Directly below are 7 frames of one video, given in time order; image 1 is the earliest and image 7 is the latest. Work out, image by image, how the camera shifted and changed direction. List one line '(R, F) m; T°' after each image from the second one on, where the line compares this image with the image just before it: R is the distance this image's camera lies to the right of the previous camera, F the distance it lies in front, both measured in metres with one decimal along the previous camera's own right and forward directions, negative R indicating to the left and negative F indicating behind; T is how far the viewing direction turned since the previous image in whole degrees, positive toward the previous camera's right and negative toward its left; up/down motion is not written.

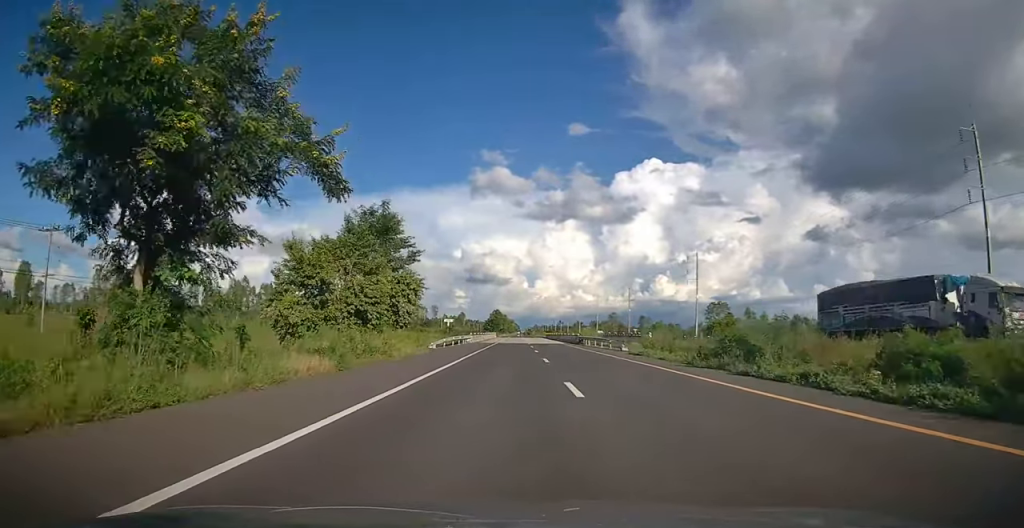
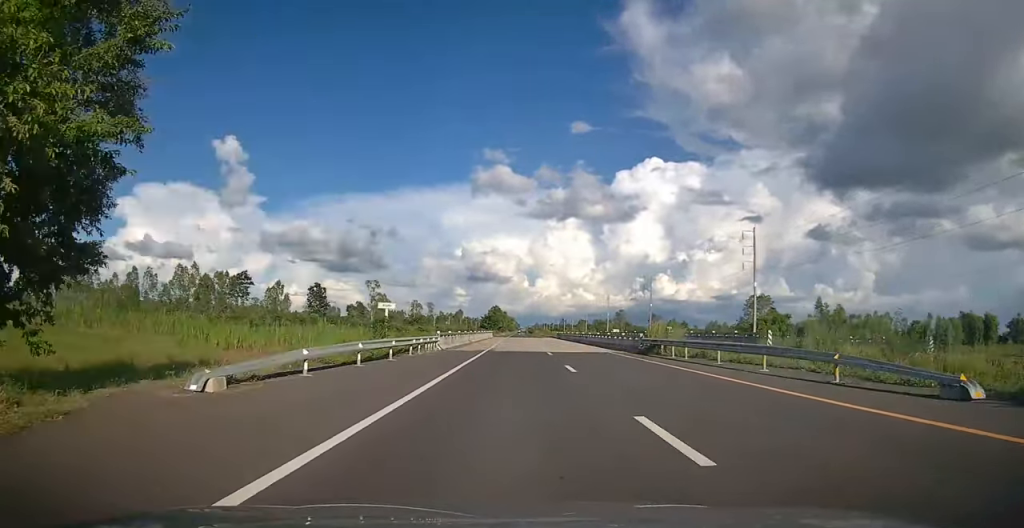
(-0.1, +29.6) m; 0°
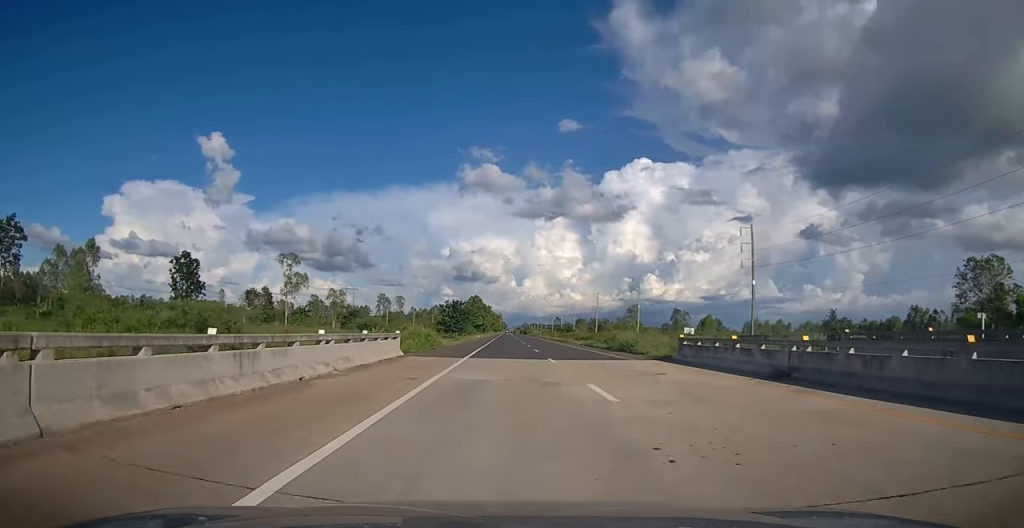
(+0.5, +79.9) m; +1°
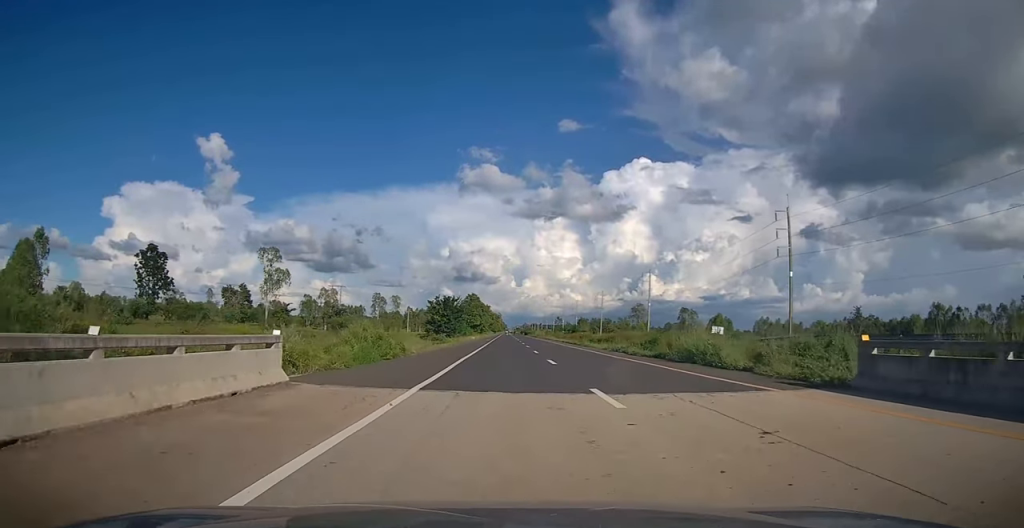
(0.0, +12.9) m; 0°
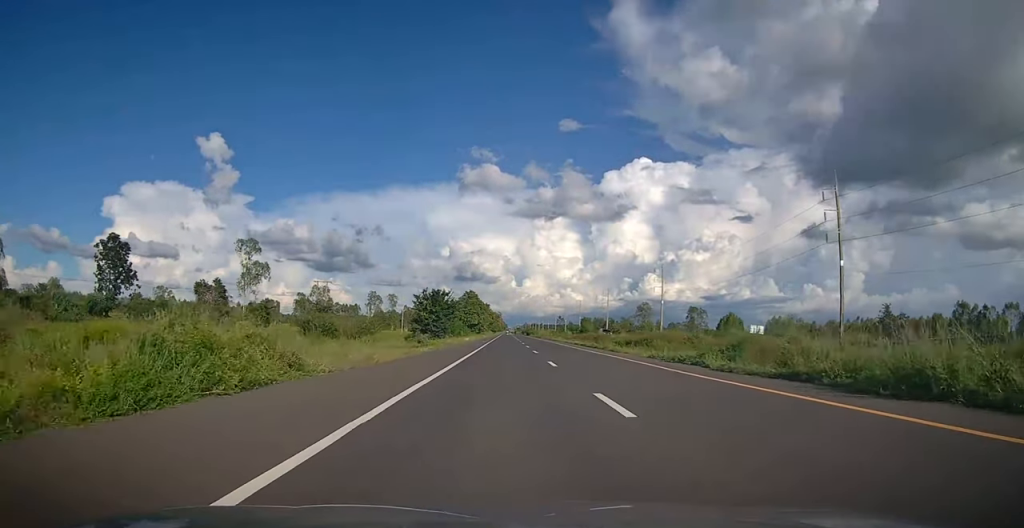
(+0.1, +12.9) m; 0°
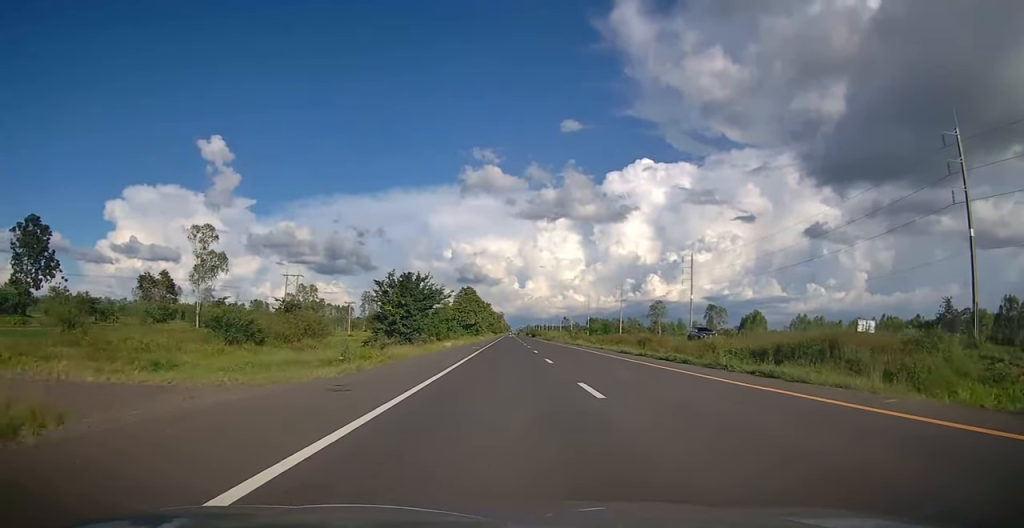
(-0.1, +21.6) m; 0°
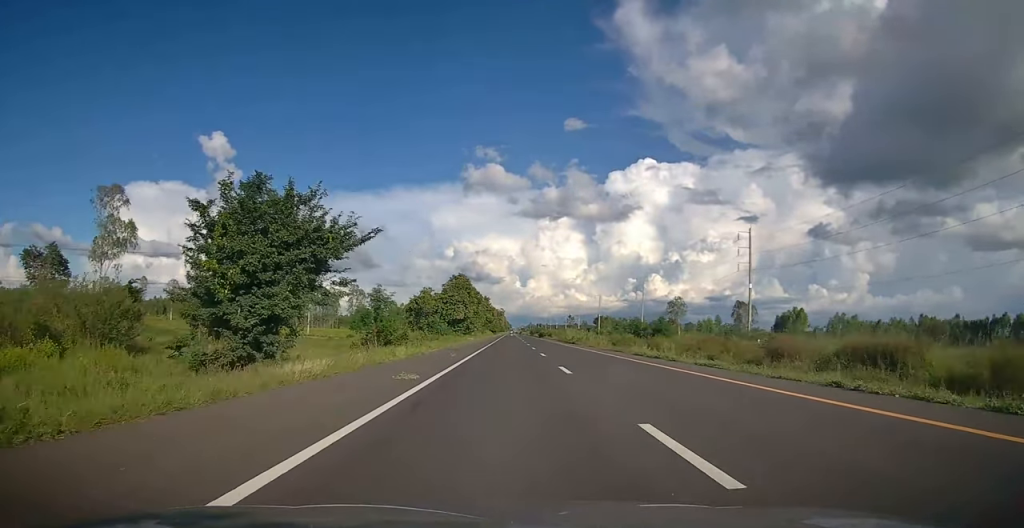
(0.0, +29.9) m; 0°
